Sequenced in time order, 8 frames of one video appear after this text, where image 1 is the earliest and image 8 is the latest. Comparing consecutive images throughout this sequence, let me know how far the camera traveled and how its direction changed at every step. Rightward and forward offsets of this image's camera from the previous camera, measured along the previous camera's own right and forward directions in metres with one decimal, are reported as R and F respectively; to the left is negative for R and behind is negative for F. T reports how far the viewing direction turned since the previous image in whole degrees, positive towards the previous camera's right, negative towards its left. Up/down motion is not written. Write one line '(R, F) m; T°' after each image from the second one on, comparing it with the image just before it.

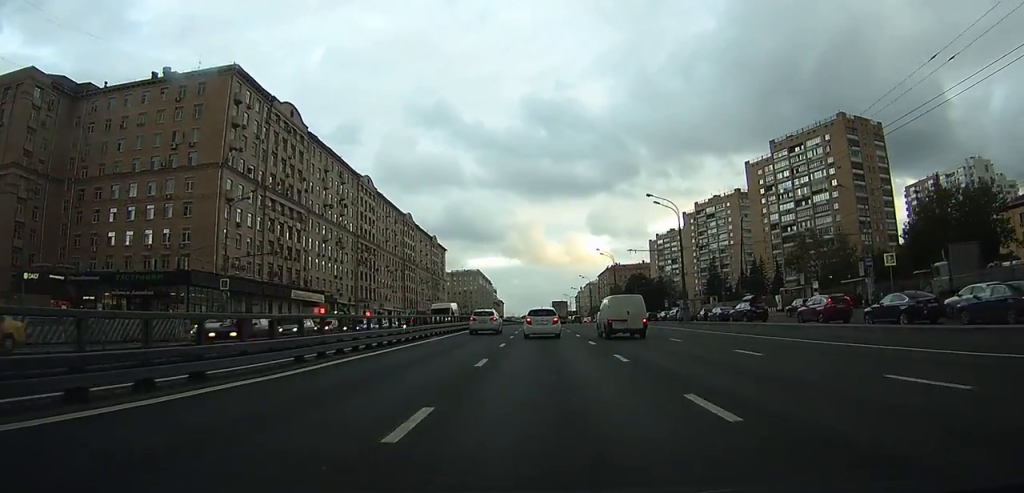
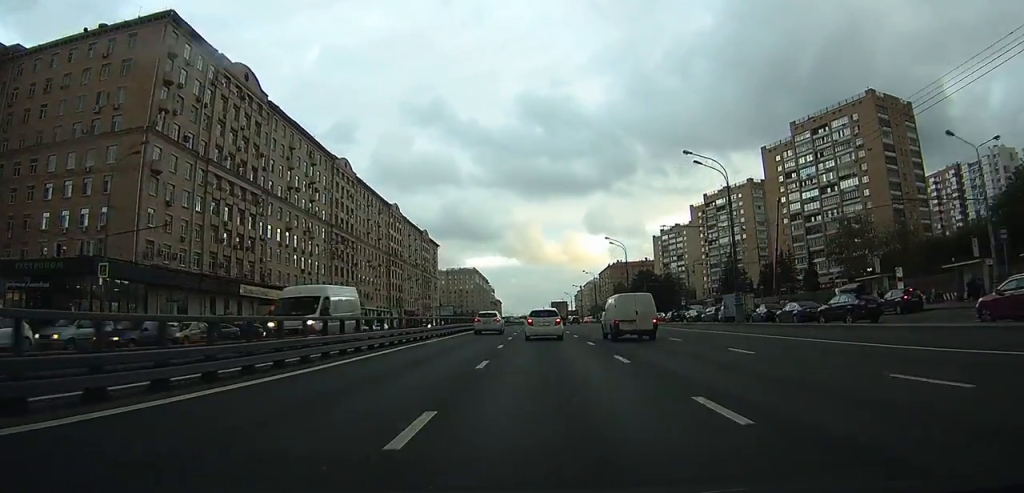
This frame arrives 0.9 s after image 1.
(+0.1, +16.1) m; 0°
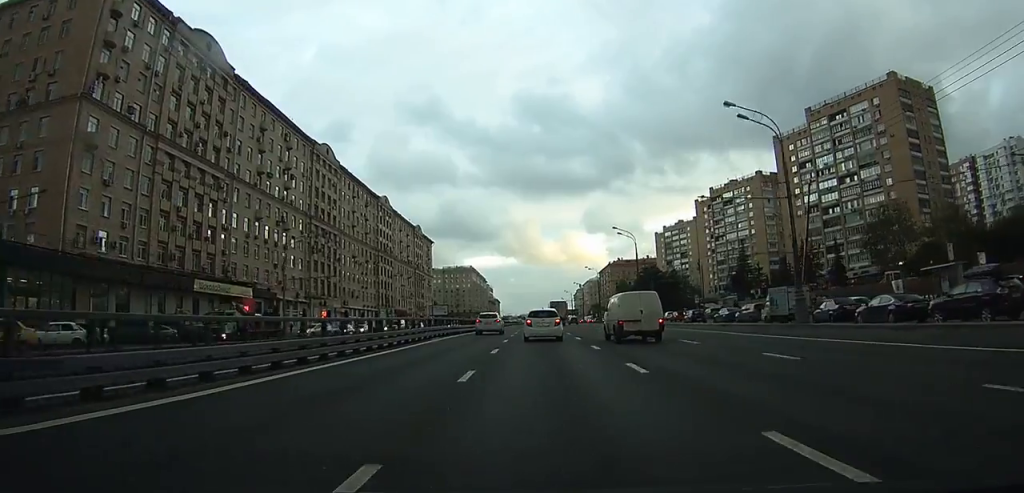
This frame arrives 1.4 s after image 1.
(0.0, +10.6) m; 0°
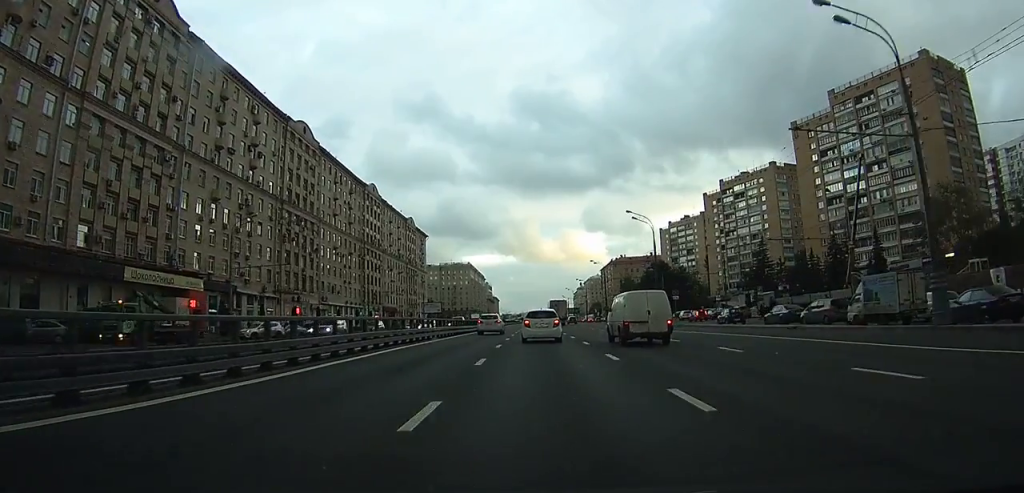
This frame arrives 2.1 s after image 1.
(0.0, +12.5) m; 0°
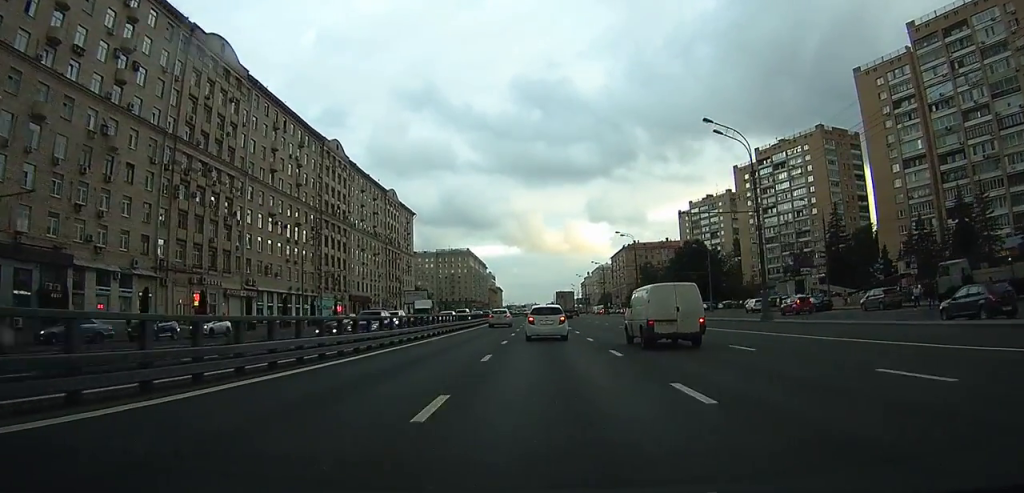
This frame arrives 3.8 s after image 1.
(-0.3, +32.0) m; -1°
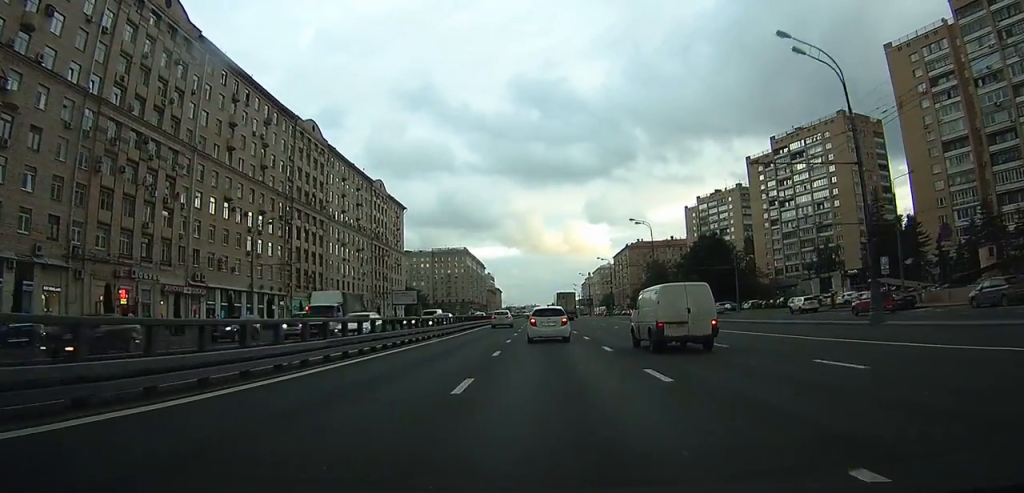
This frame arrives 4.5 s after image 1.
(0.0, +13.8) m; 0°
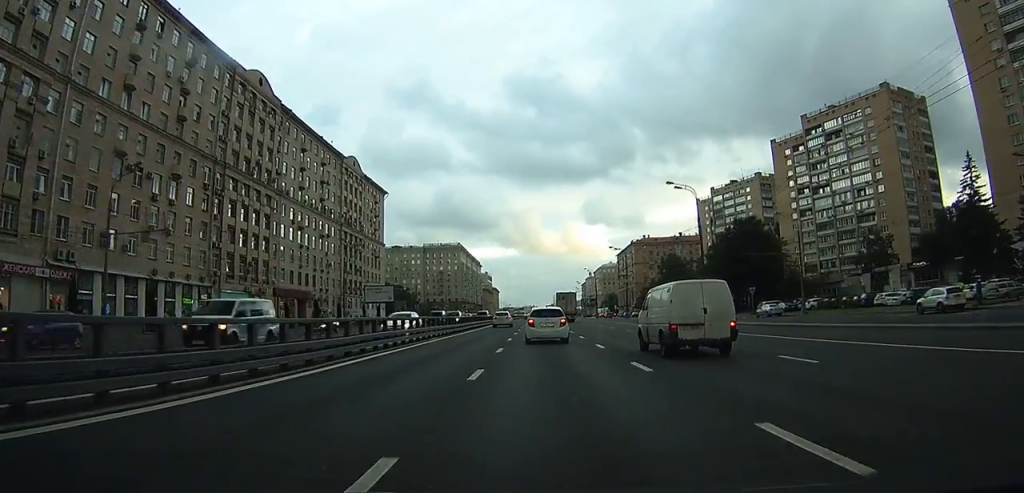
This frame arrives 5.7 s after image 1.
(0.0, +22.5) m; 0°
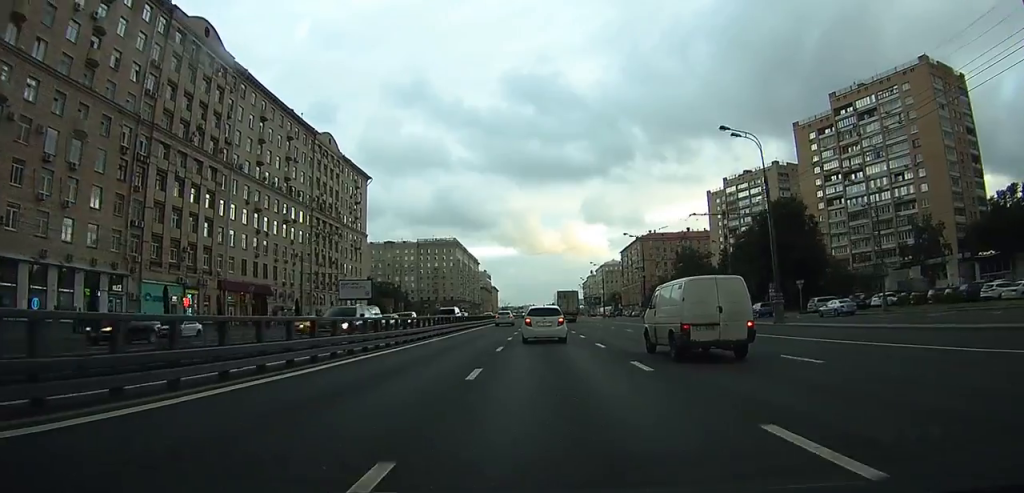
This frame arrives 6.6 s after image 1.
(0.0, +16.2) m; 0°
